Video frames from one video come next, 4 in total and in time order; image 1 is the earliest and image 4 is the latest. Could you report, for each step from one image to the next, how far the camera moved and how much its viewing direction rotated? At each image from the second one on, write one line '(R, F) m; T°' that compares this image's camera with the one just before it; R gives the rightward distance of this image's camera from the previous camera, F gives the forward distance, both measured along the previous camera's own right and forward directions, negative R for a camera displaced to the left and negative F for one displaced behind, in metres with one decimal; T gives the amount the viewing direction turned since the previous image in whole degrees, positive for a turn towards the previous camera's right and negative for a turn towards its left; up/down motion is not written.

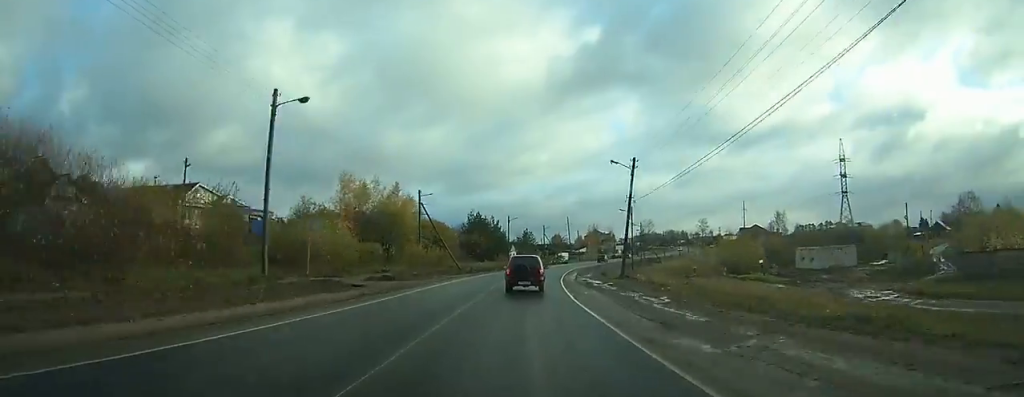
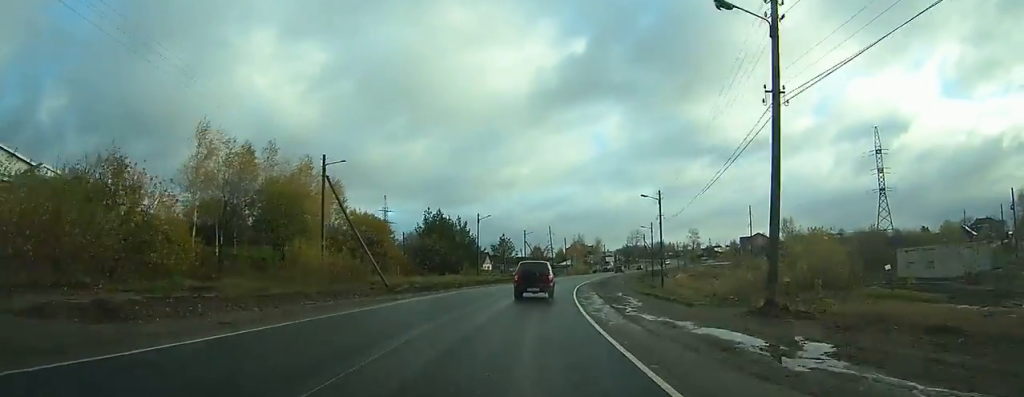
(+0.5, +26.9) m; +3°
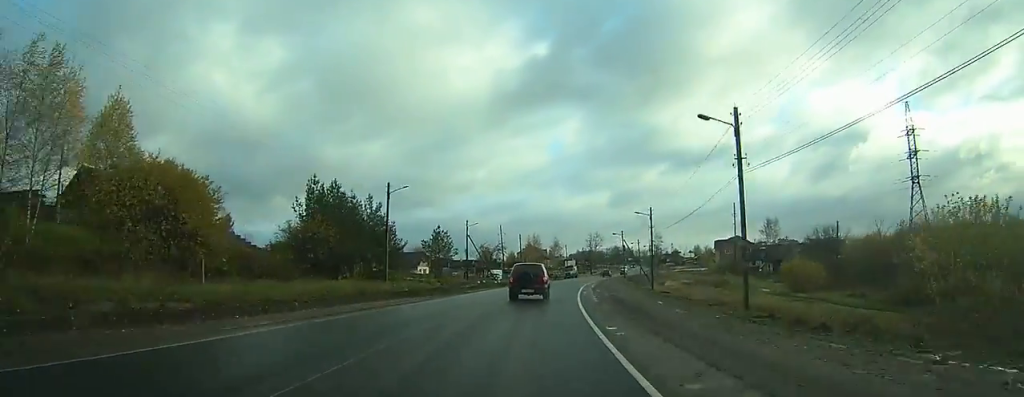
(+0.9, +29.1) m; +4°
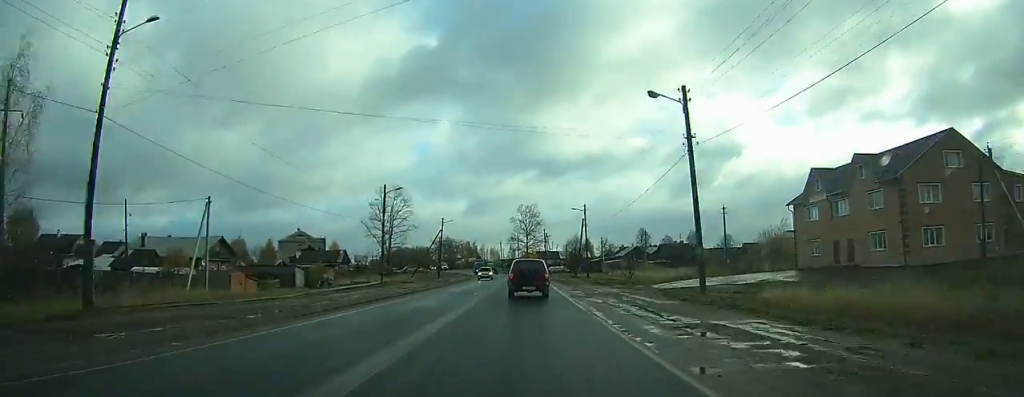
(+29.8, +169.4) m; +16°
